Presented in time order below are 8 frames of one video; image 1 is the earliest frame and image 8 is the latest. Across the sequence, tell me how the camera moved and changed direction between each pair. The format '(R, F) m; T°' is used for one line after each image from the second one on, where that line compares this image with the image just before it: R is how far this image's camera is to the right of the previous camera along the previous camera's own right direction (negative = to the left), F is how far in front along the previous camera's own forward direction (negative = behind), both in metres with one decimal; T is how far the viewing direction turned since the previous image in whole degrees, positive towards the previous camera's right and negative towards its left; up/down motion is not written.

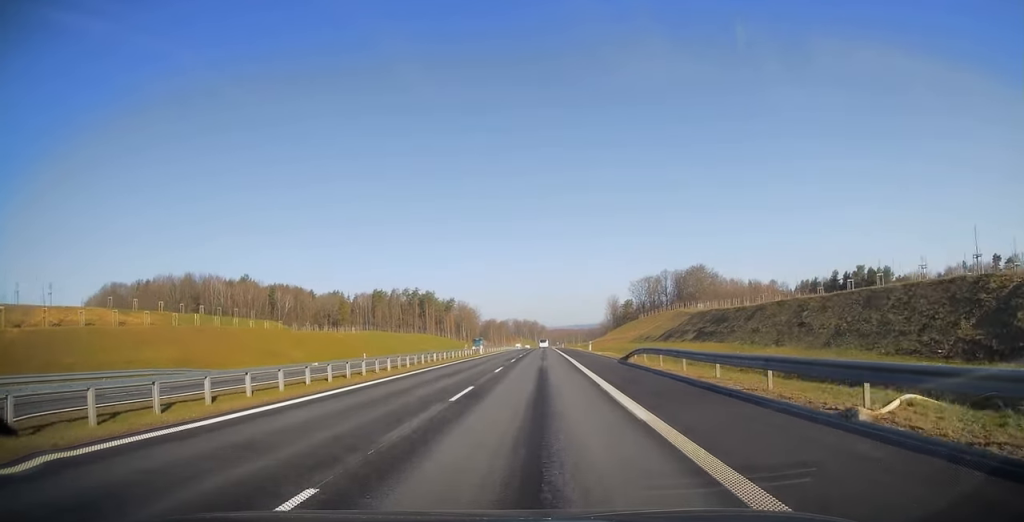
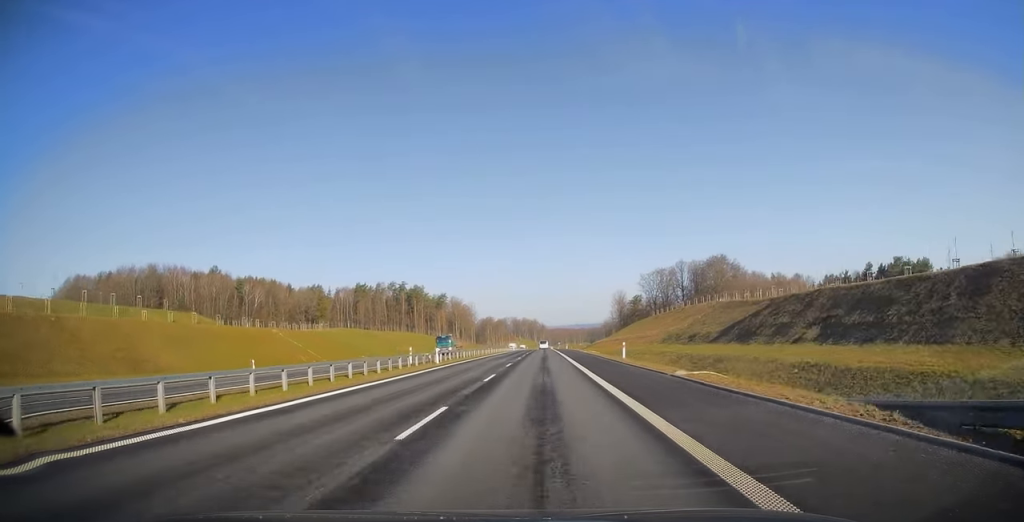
(-0.2, +29.1) m; -1°
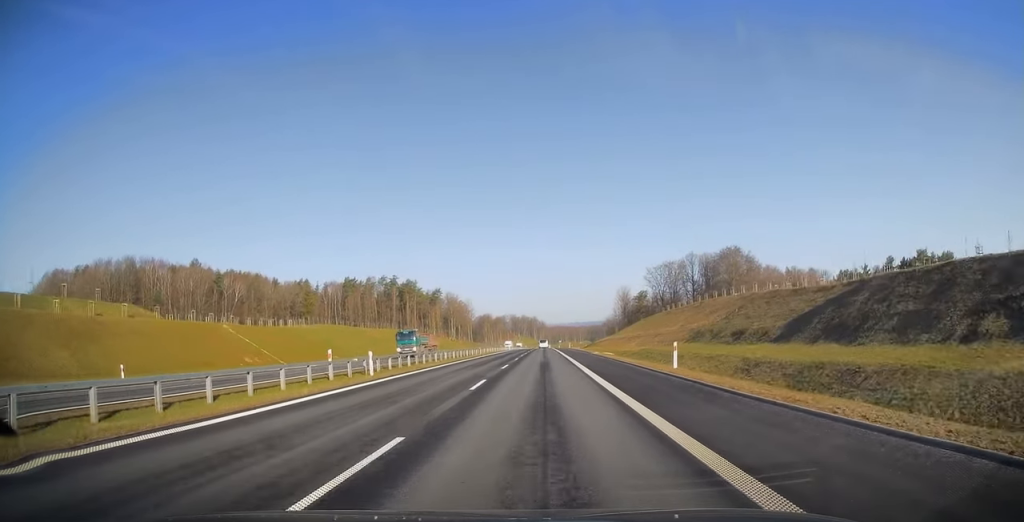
(-0.2, +15.8) m; 0°
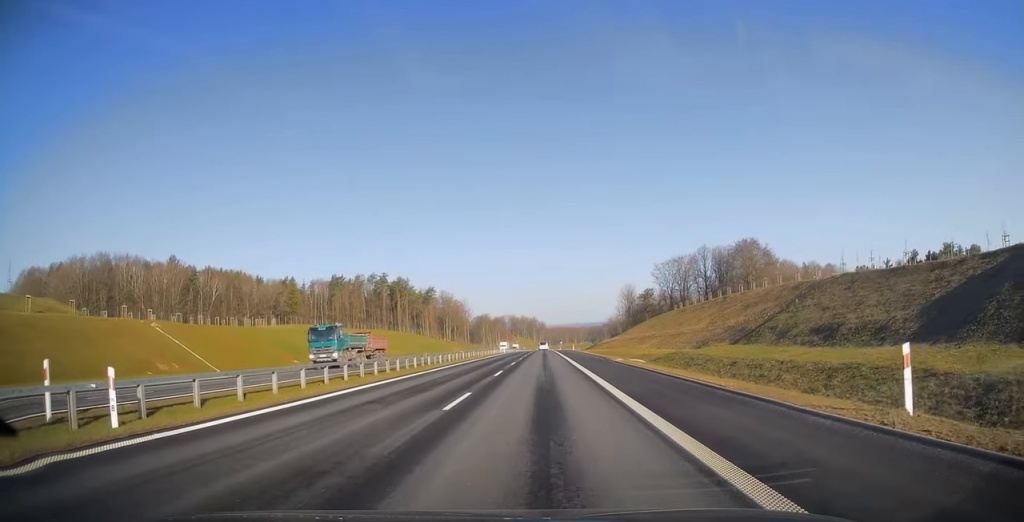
(+0.2, +16.4) m; 0°
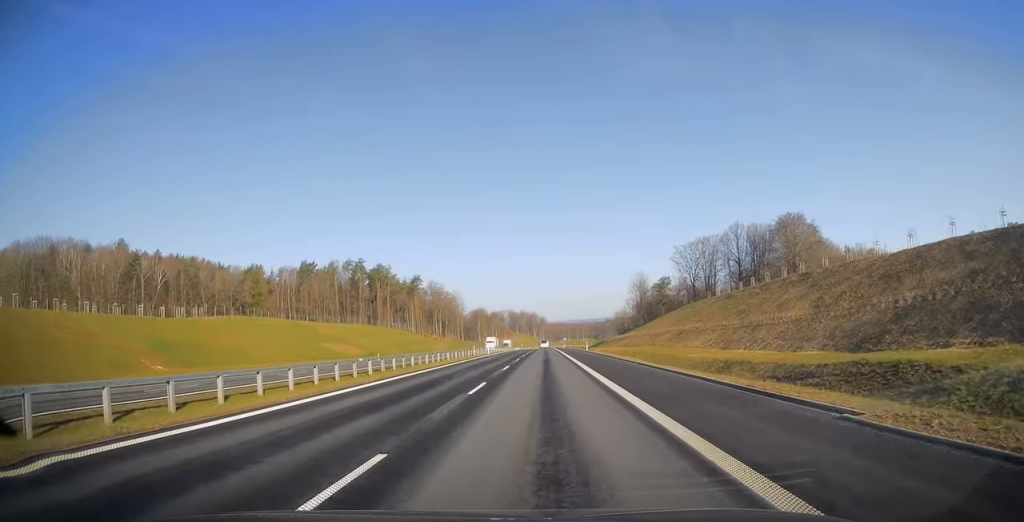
(+0.1, +32.8) m; +1°
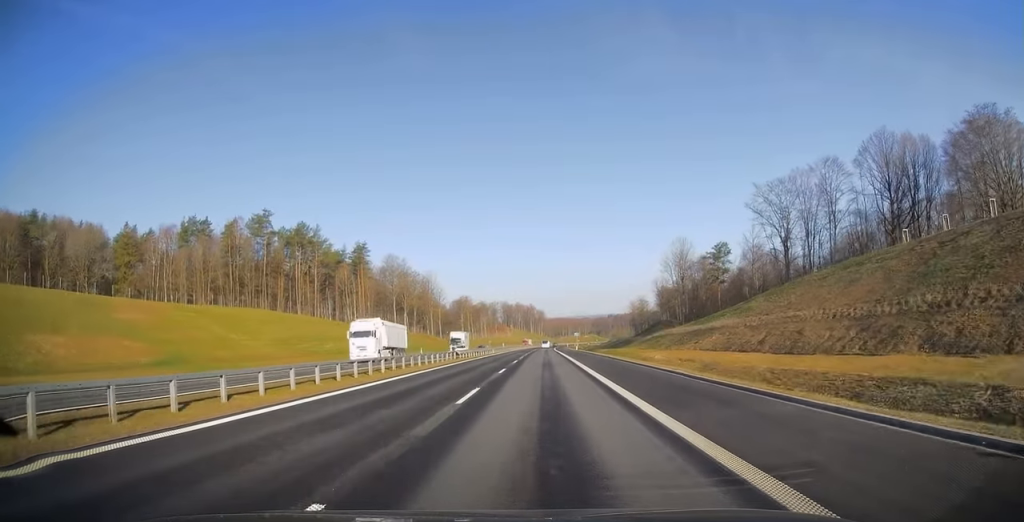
(-0.3, +74.0) m; -1°
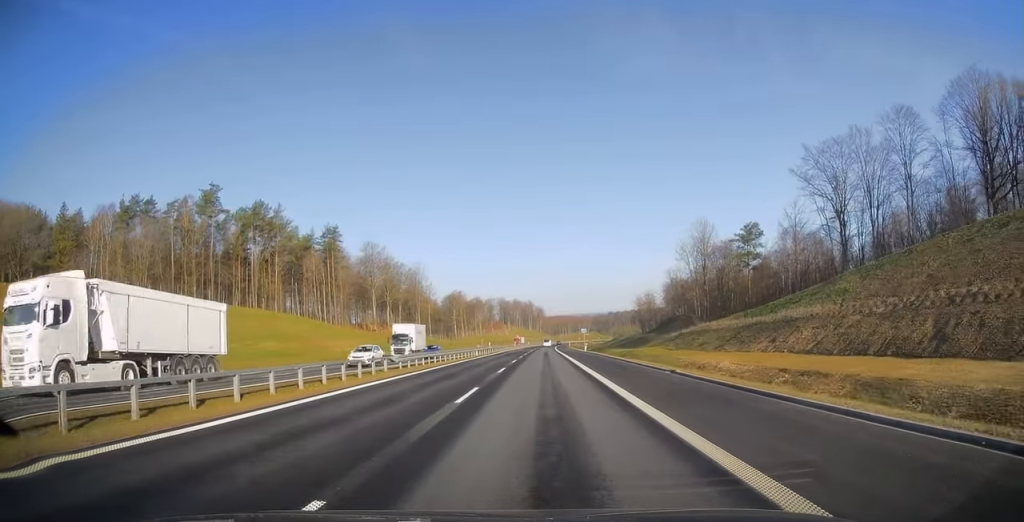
(+0.2, +23.8) m; +1°
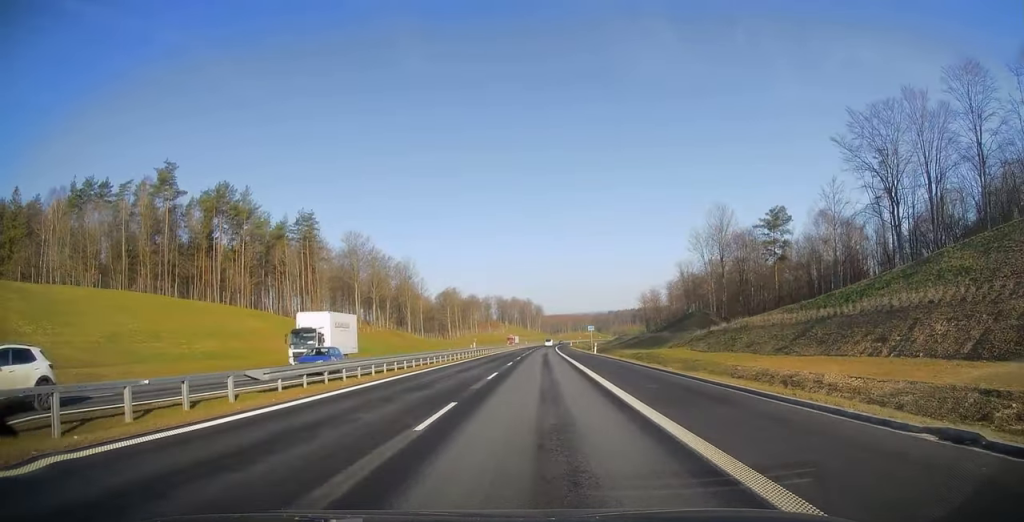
(+0.1, +15.9) m; 0°
